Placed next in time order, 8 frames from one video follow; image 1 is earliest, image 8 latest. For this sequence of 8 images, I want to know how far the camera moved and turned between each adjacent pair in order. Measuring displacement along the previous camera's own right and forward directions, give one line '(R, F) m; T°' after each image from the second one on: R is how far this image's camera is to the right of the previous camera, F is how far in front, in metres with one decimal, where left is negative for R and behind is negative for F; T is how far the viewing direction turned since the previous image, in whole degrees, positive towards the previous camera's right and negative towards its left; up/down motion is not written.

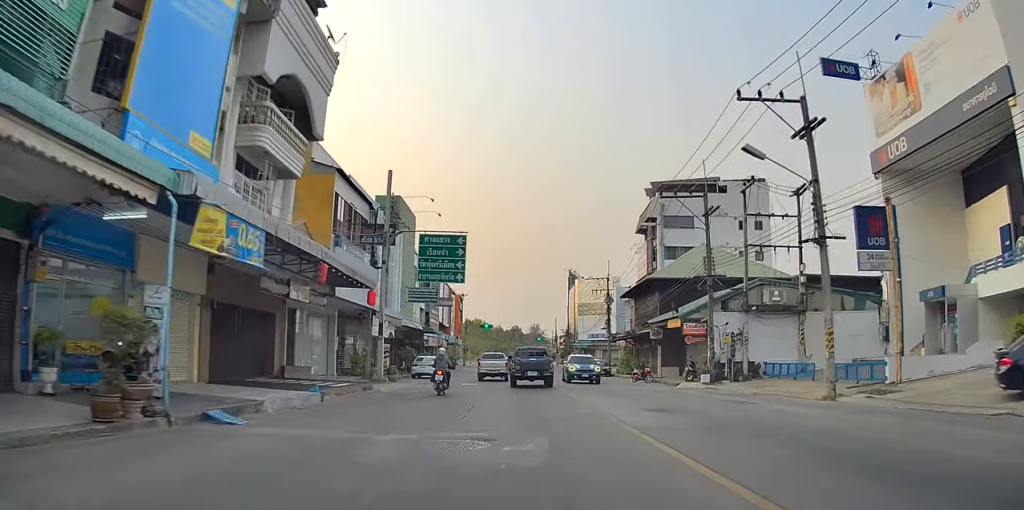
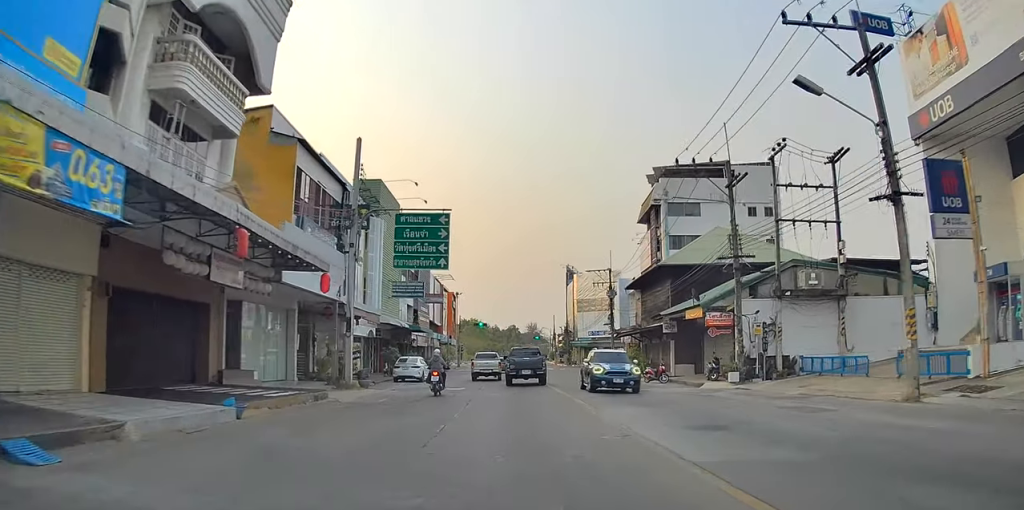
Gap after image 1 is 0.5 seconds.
(-0.3, +5.2) m; -2°
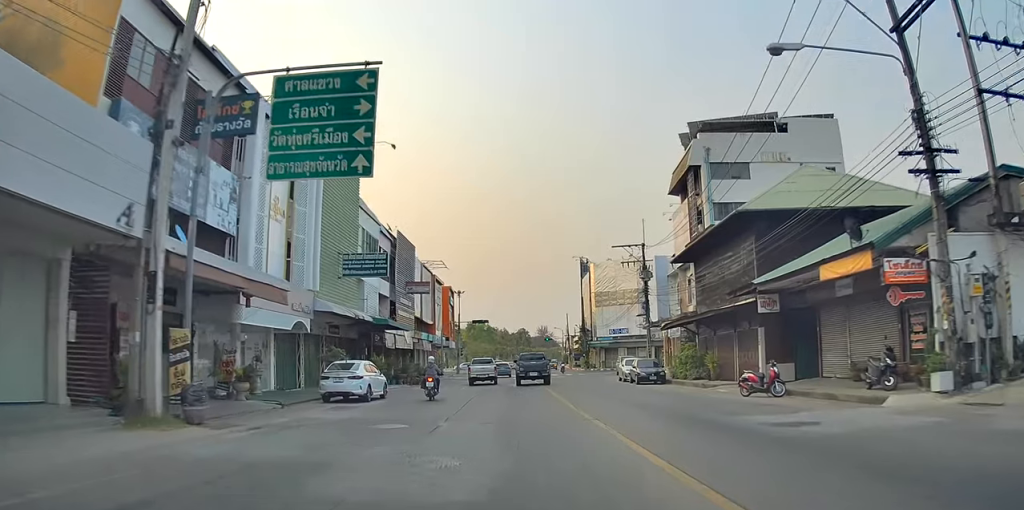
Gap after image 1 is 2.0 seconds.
(+1.0, +15.1) m; +8°
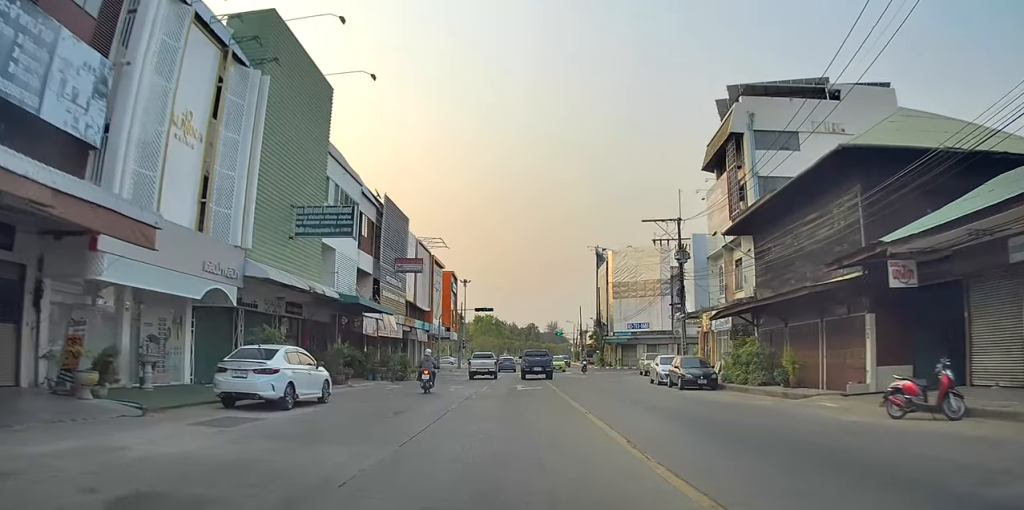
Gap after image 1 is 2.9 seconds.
(+0.4, +8.7) m; +3°
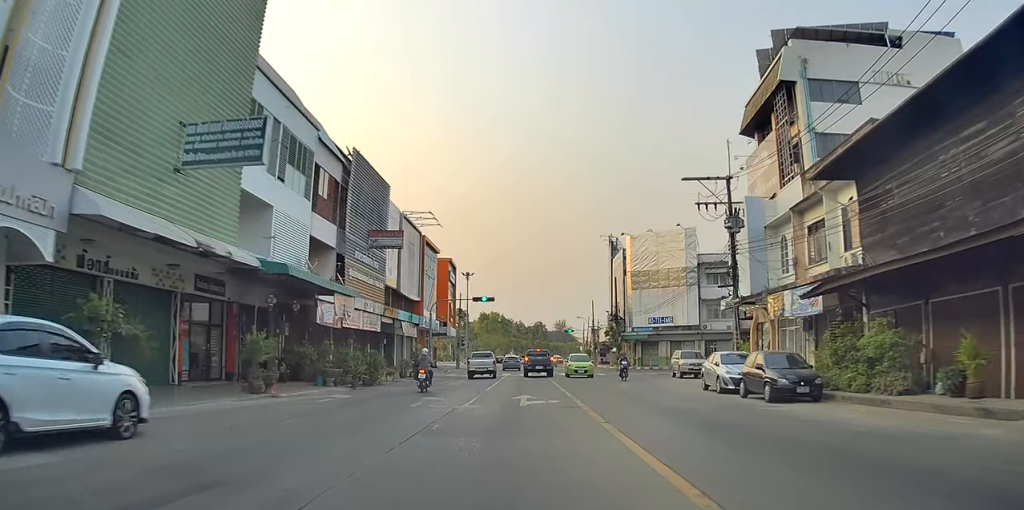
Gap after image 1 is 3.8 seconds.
(-0.1, +9.5) m; -1°
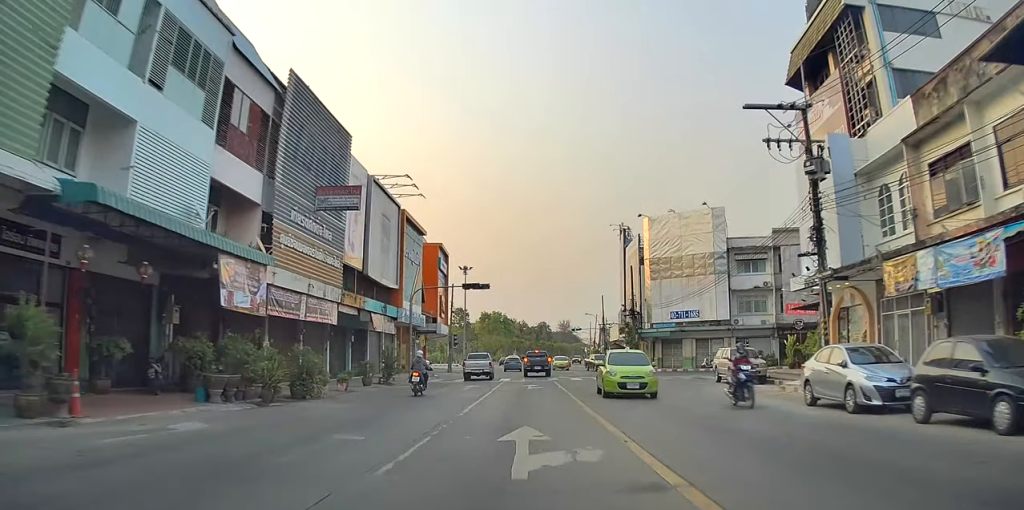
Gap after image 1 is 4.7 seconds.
(+0.1, +9.7) m; -4°
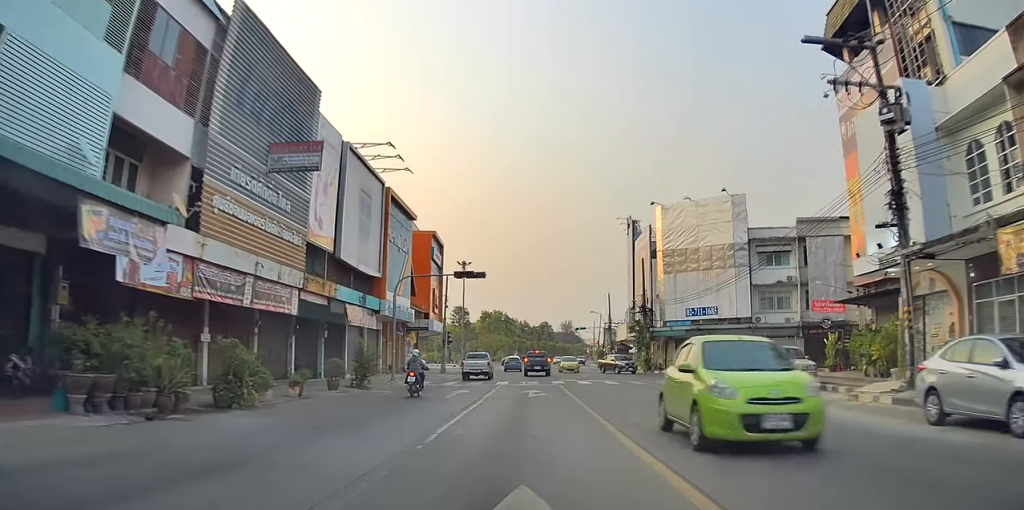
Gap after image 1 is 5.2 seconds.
(-0.4, +5.6) m; -2°
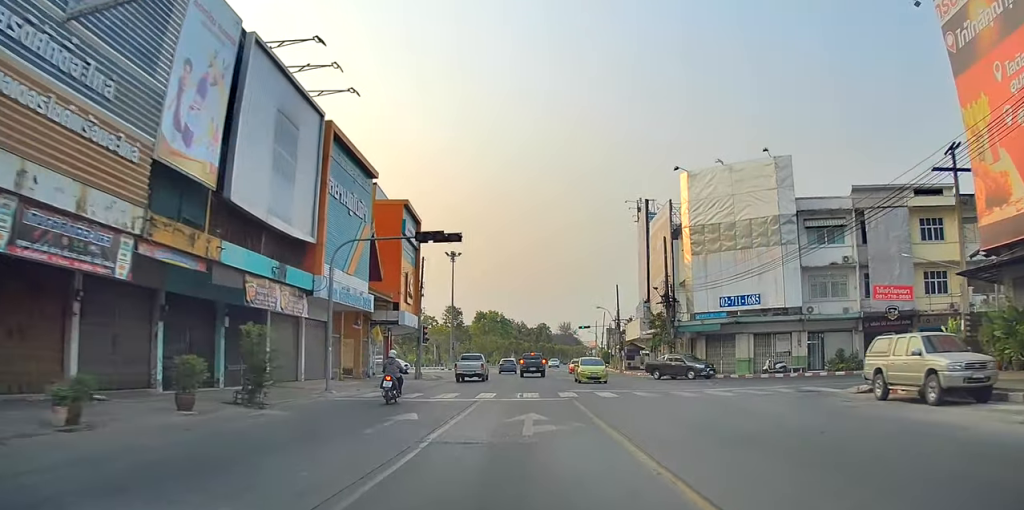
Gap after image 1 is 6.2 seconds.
(-0.3, +11.2) m; -2°
